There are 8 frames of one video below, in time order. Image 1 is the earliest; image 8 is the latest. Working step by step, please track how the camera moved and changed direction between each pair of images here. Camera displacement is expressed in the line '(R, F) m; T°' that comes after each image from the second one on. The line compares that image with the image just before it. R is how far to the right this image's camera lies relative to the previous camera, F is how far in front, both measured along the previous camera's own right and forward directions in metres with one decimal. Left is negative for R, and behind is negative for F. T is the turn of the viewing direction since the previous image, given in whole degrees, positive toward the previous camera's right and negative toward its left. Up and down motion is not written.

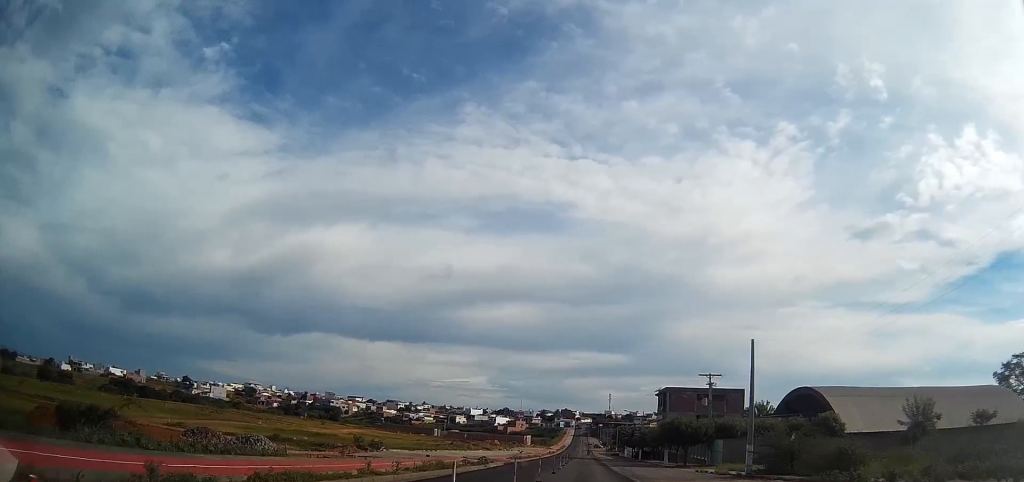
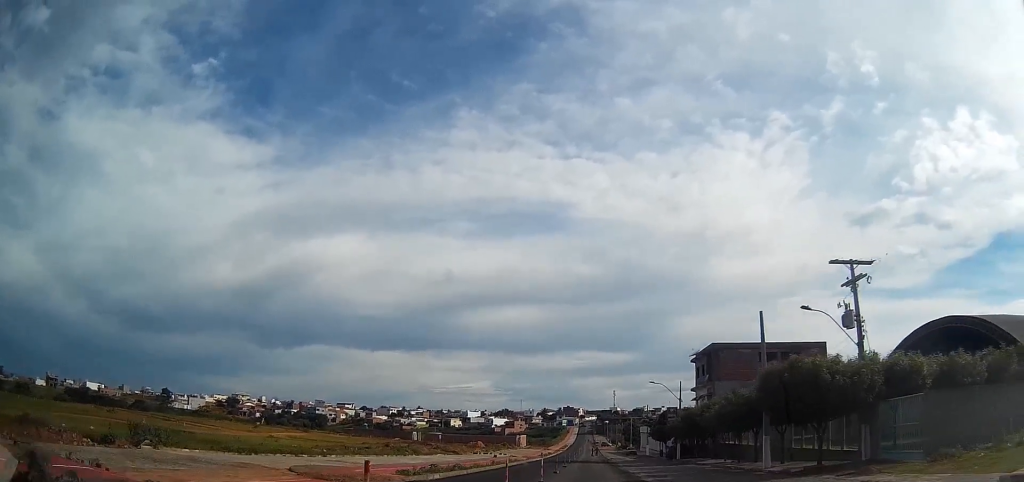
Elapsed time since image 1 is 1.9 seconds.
(-0.7, +35.1) m; -1°
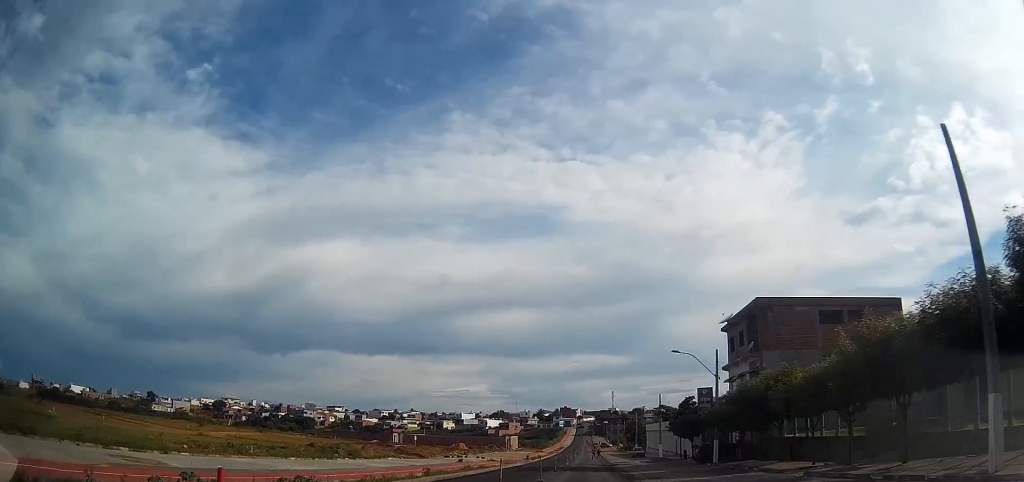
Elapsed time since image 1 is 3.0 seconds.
(+0.2, +19.2) m; +1°
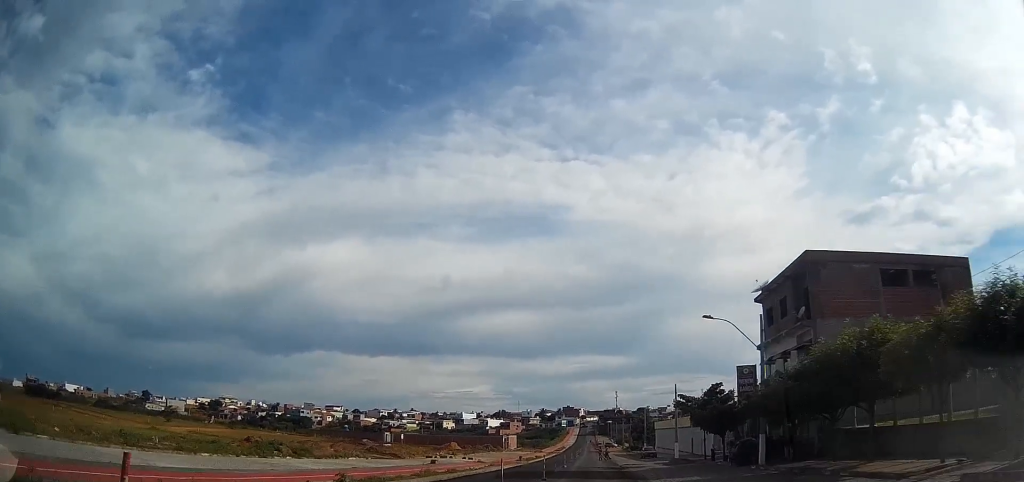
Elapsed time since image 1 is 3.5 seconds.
(+0.1, +9.7) m; 0°
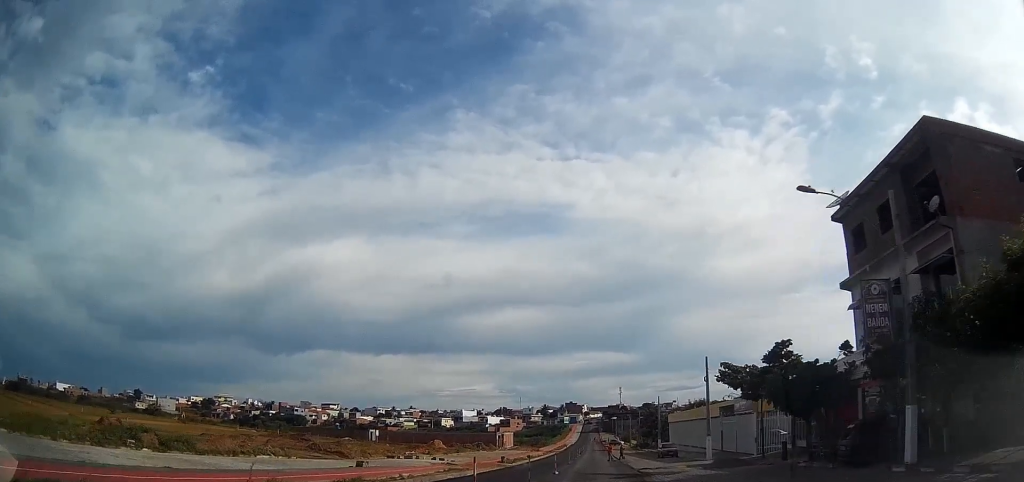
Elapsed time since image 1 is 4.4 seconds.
(0.0, +15.3) m; -1°
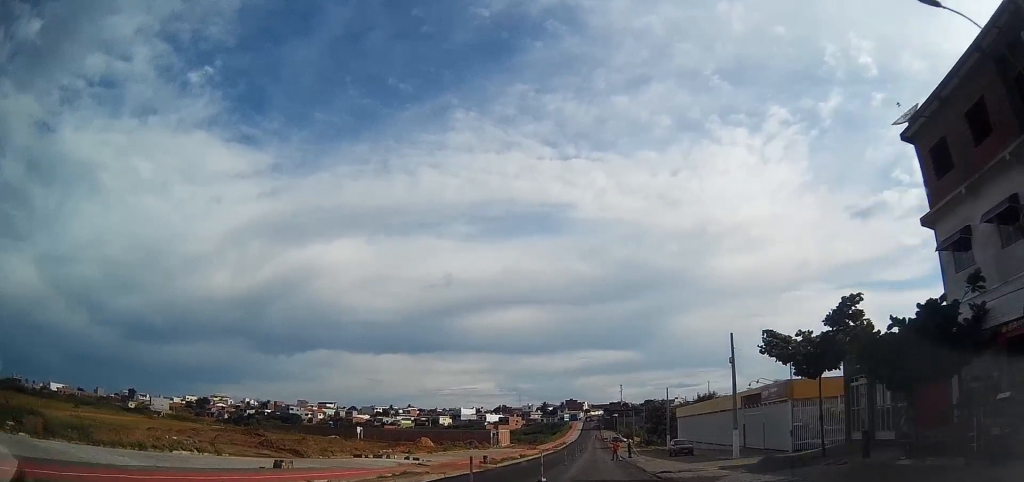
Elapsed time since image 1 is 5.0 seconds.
(-0.2, +8.4) m; -1°
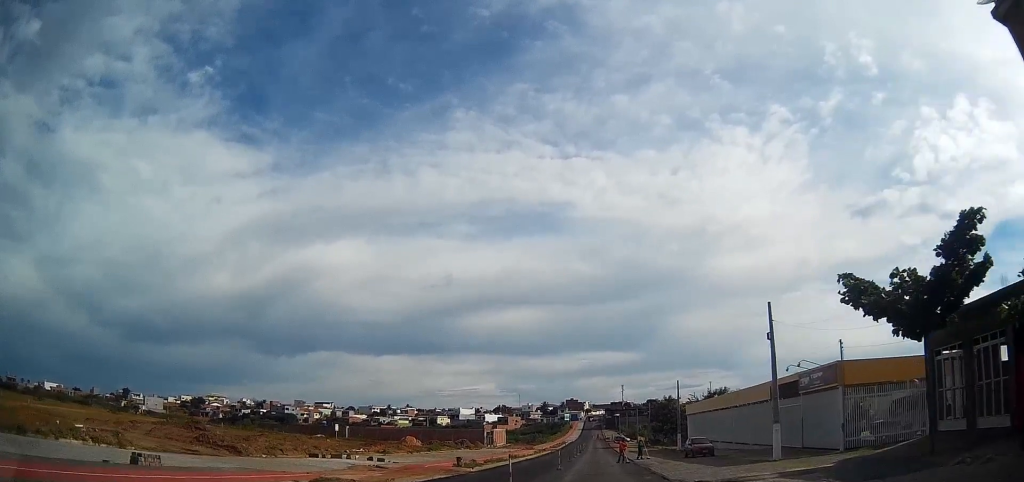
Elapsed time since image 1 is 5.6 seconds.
(-0.1, +8.6) m; 0°
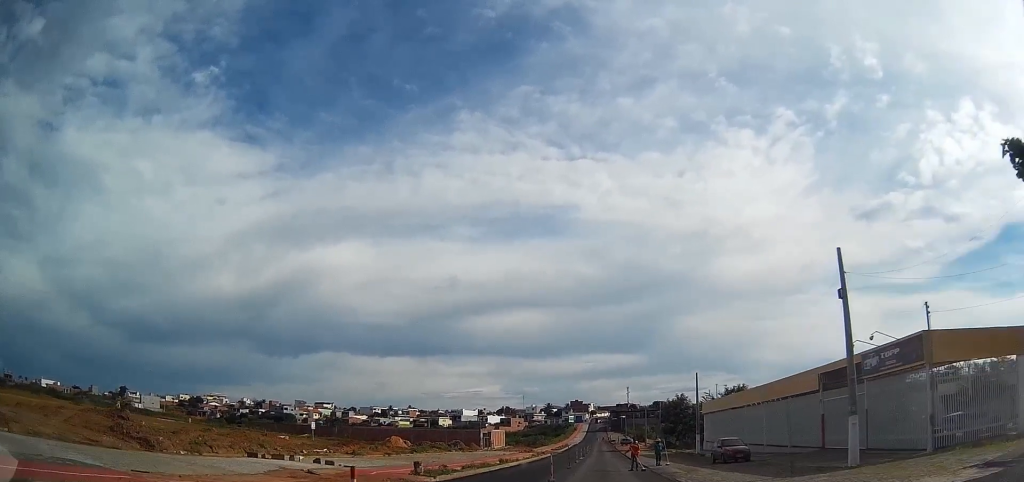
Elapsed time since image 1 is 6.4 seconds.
(0.0, +9.1) m; 0°
